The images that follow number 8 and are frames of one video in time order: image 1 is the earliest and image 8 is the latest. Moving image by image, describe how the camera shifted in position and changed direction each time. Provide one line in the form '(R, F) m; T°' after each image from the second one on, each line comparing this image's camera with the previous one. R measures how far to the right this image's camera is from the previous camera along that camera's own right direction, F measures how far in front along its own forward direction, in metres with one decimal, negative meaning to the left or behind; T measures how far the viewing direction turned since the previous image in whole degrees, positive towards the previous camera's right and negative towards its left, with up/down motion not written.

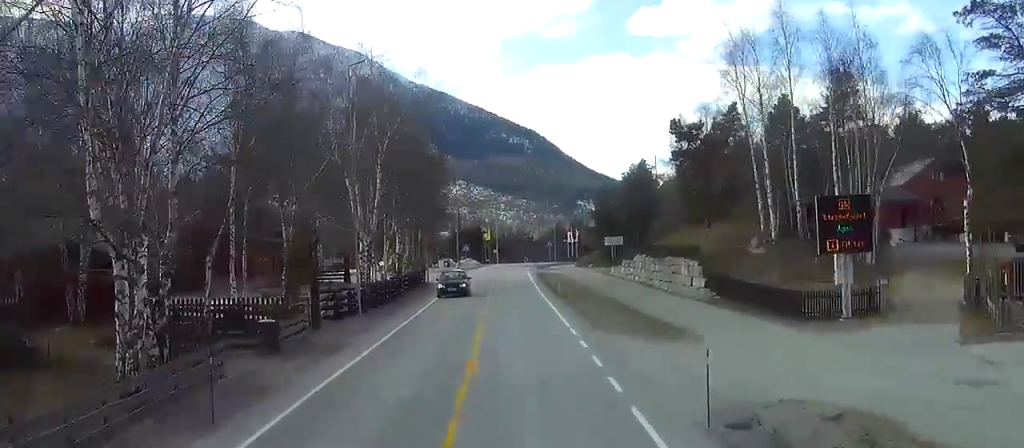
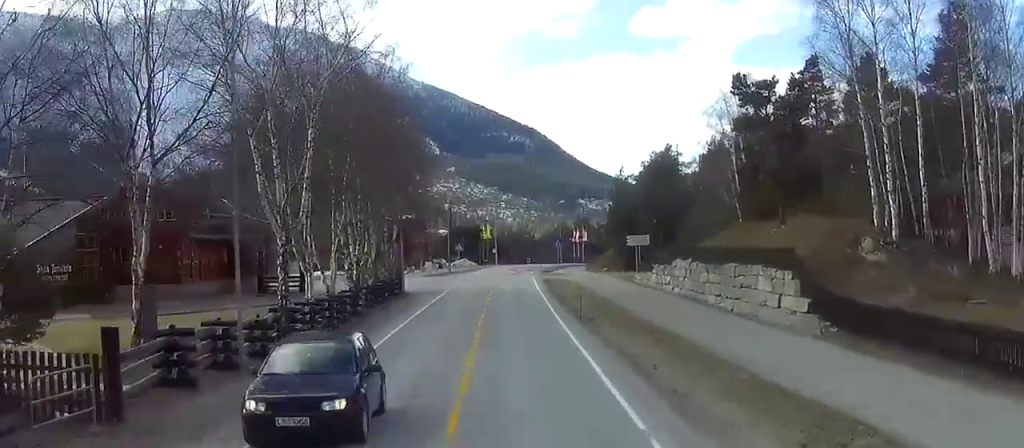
(0.0, +18.3) m; 0°
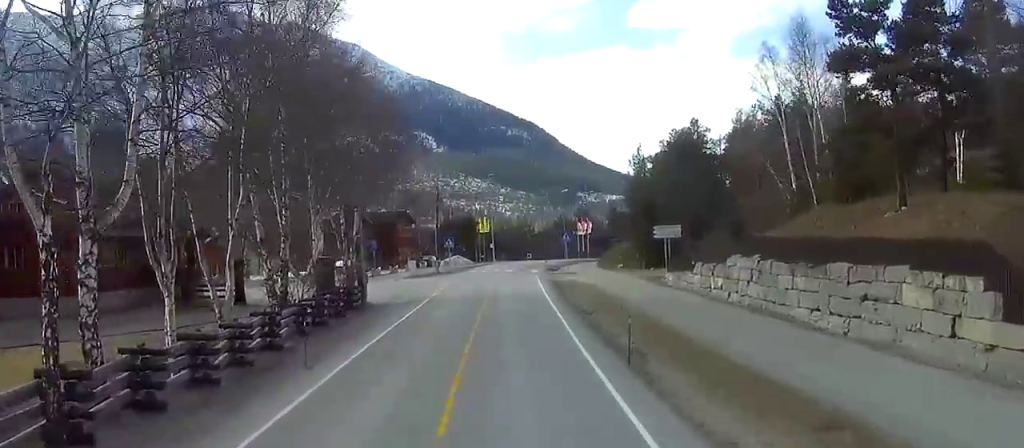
(0.0, +15.7) m; 0°
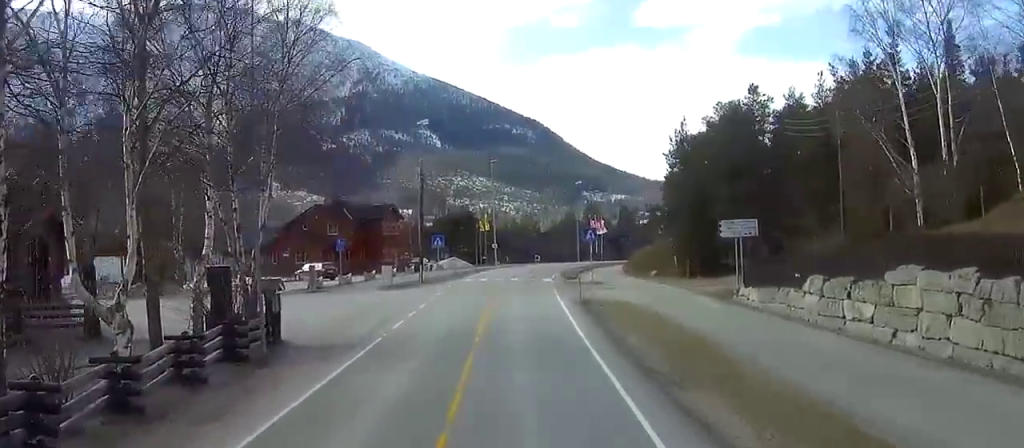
(0.0, +19.2) m; 0°
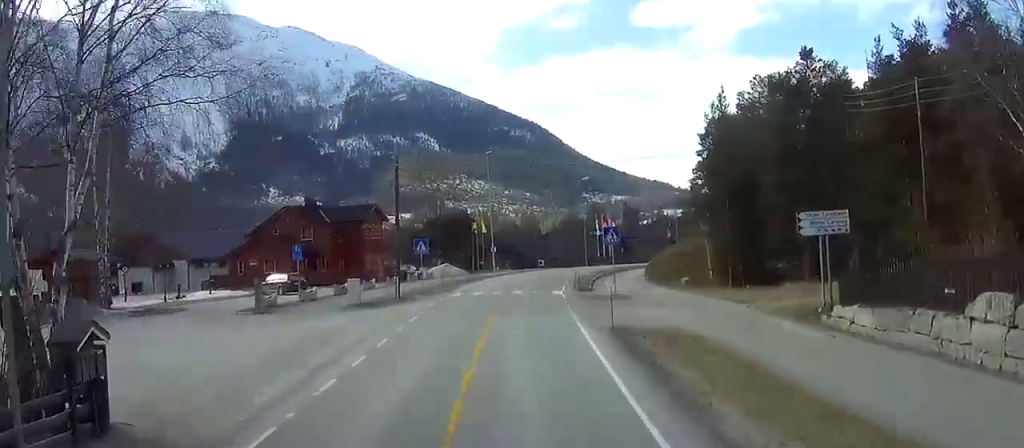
(-0.1, +13.0) m; -1°
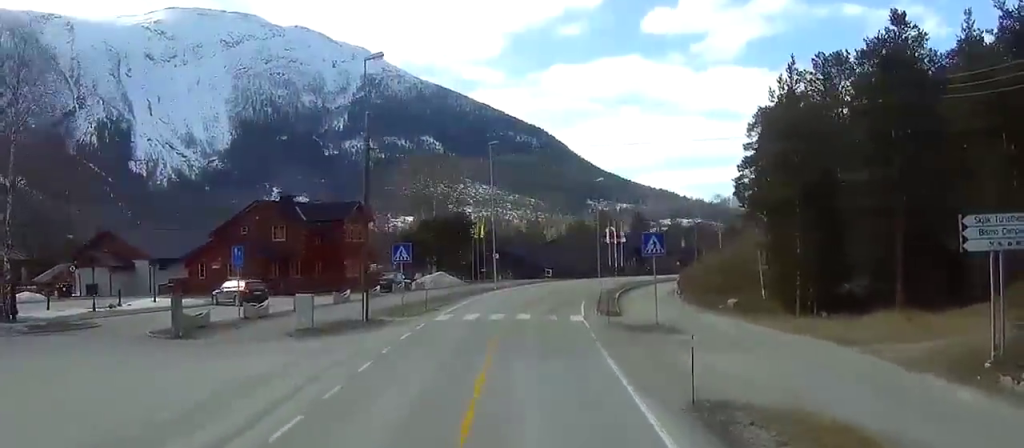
(-0.1, +12.5) m; -1°
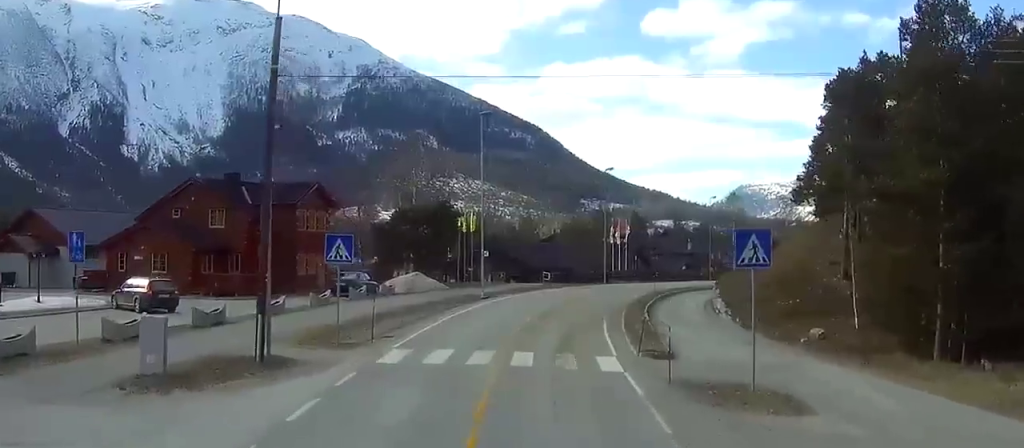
(-0.1, +15.2) m; 0°
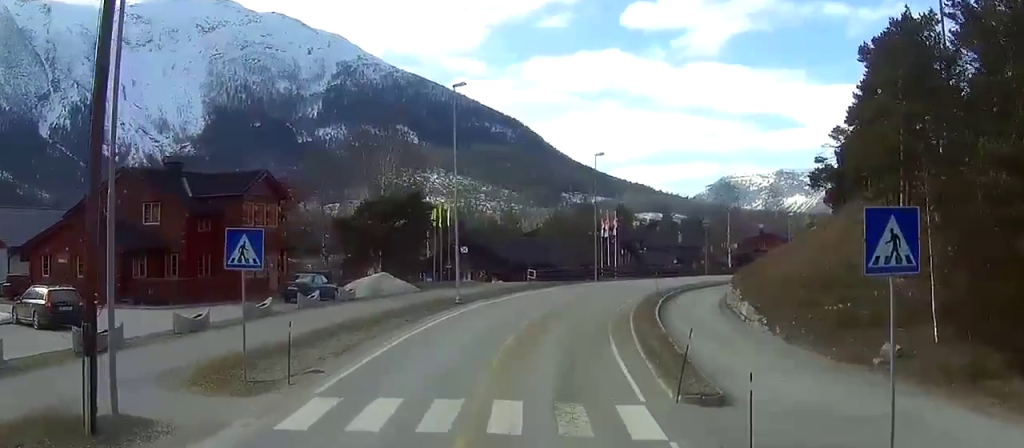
(0.0, +8.6) m; +1°
